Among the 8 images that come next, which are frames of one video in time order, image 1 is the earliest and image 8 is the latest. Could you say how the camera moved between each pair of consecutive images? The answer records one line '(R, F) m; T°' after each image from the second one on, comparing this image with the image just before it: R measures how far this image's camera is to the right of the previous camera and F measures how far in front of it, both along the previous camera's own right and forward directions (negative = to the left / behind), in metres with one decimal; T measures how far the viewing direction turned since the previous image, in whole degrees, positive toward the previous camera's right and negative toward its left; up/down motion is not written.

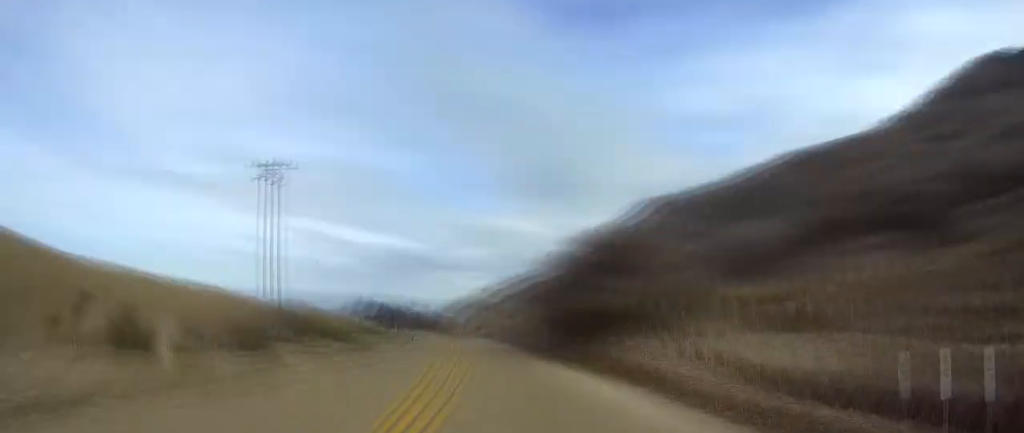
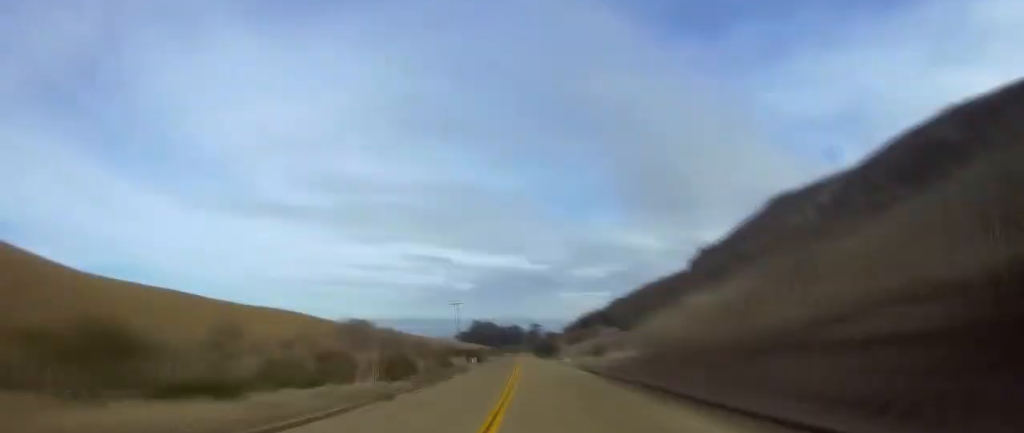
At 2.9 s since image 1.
(-0.9, +62.5) m; -2°
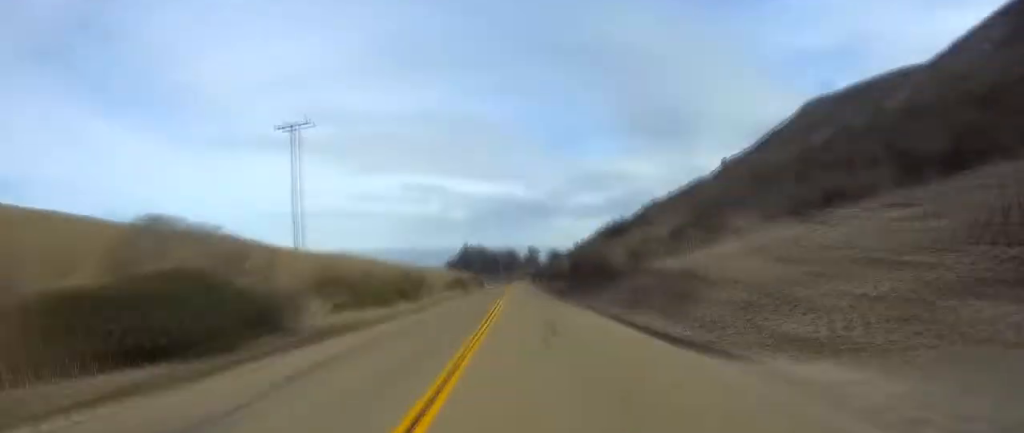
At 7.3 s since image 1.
(-2.3, +94.6) m; -2°
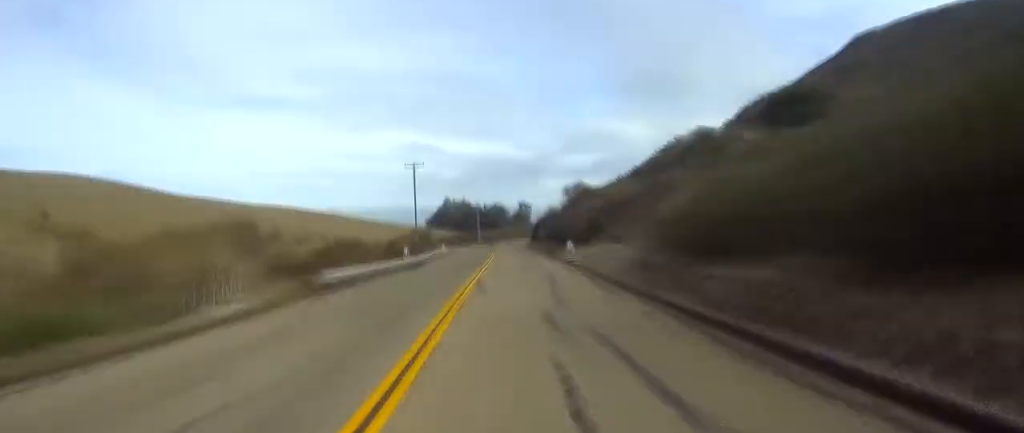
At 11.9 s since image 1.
(0.0, +96.8) m; 0°
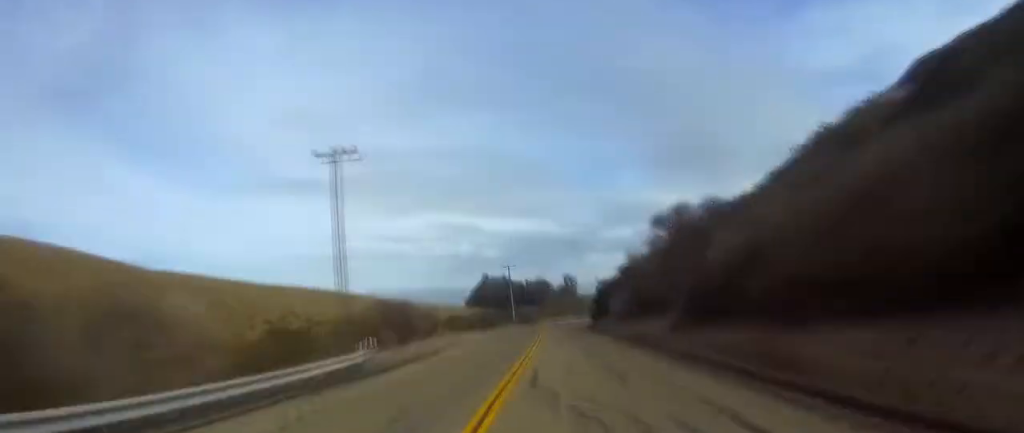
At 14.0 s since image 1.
(-0.2, +44.1) m; +1°
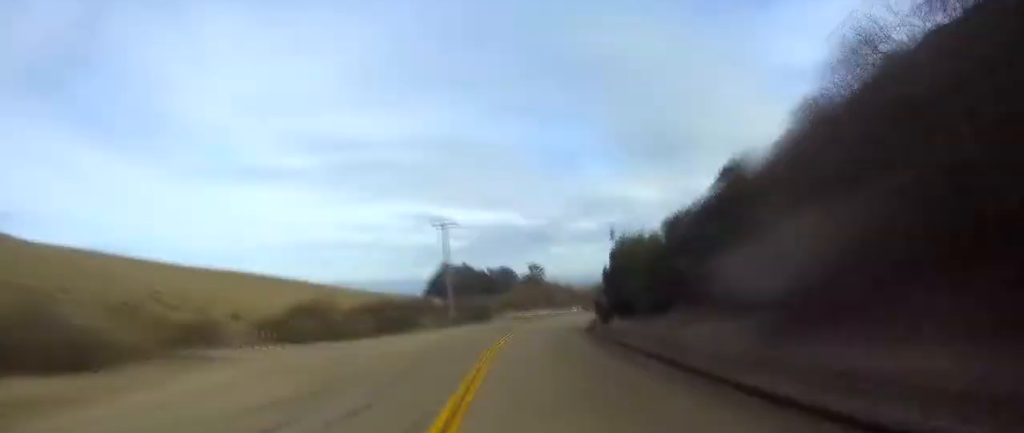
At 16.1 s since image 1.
(-0.1, +43.6) m; +2°
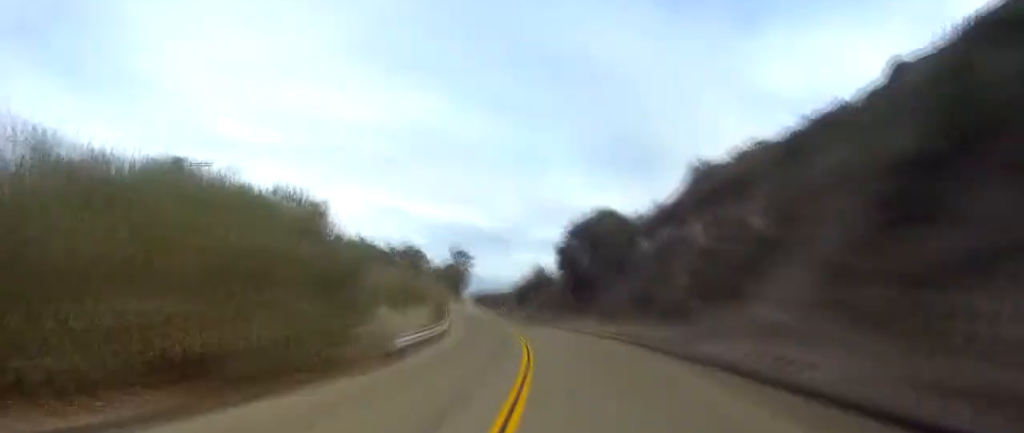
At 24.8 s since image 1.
(+16.8, +171.8) m; +3°
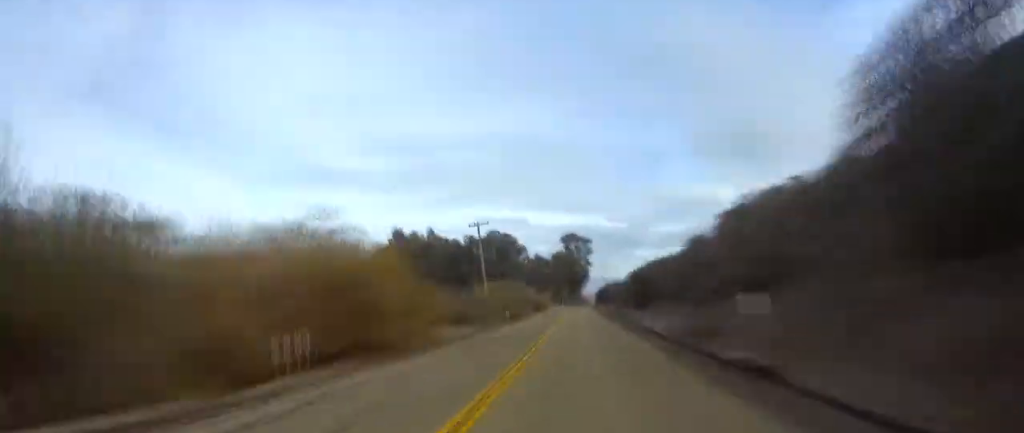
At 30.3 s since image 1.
(-10.0, +111.8) m; -7°
